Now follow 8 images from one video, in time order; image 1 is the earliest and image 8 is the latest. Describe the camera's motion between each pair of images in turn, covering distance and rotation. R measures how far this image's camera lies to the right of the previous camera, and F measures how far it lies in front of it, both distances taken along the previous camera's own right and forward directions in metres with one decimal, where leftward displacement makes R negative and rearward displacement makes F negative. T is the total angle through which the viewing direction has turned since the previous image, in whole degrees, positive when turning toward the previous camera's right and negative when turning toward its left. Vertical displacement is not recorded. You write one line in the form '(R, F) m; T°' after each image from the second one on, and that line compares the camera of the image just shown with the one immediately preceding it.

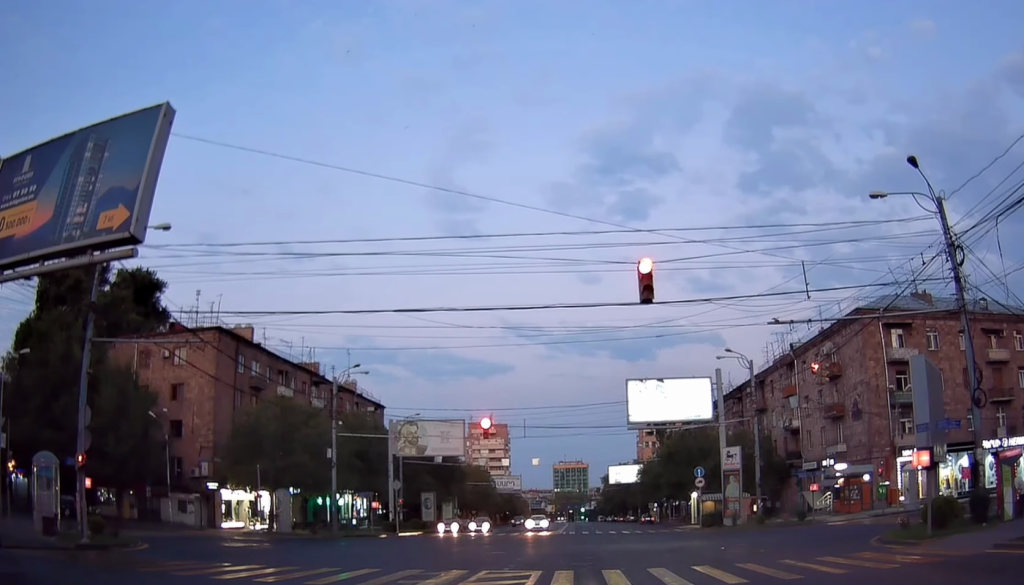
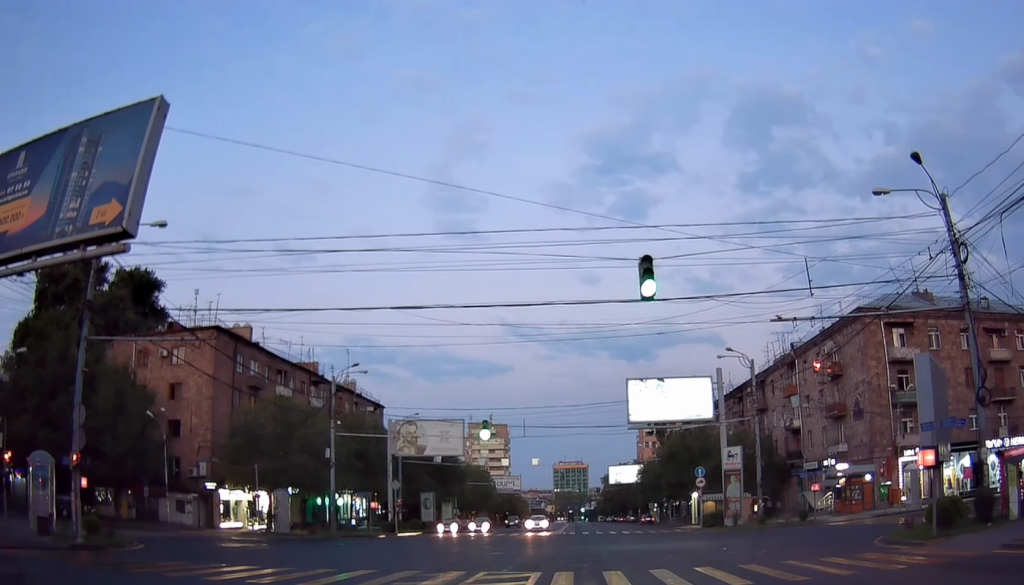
(-0.1, +0.4) m; 0°
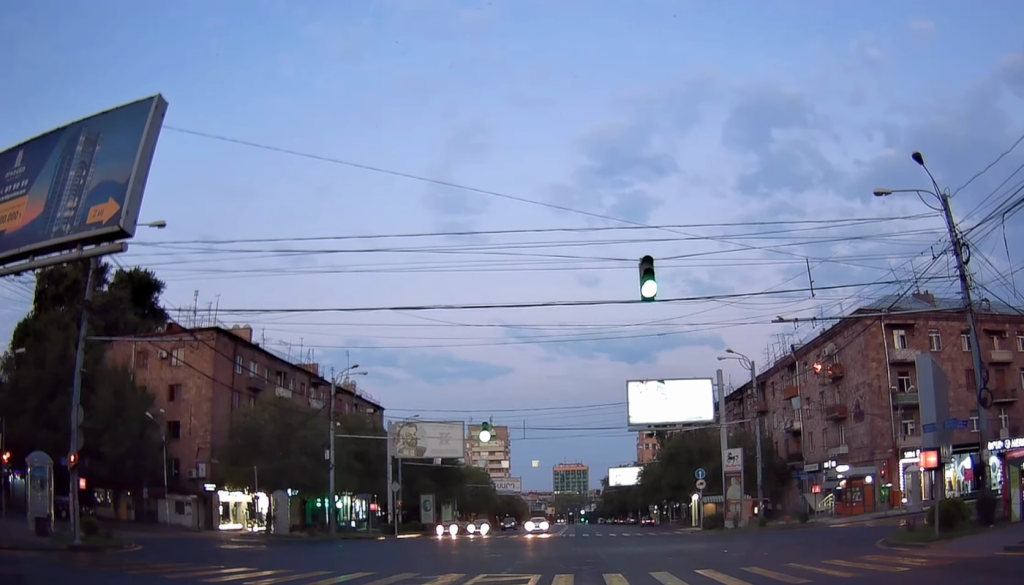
(-0.1, +0.2) m; 0°
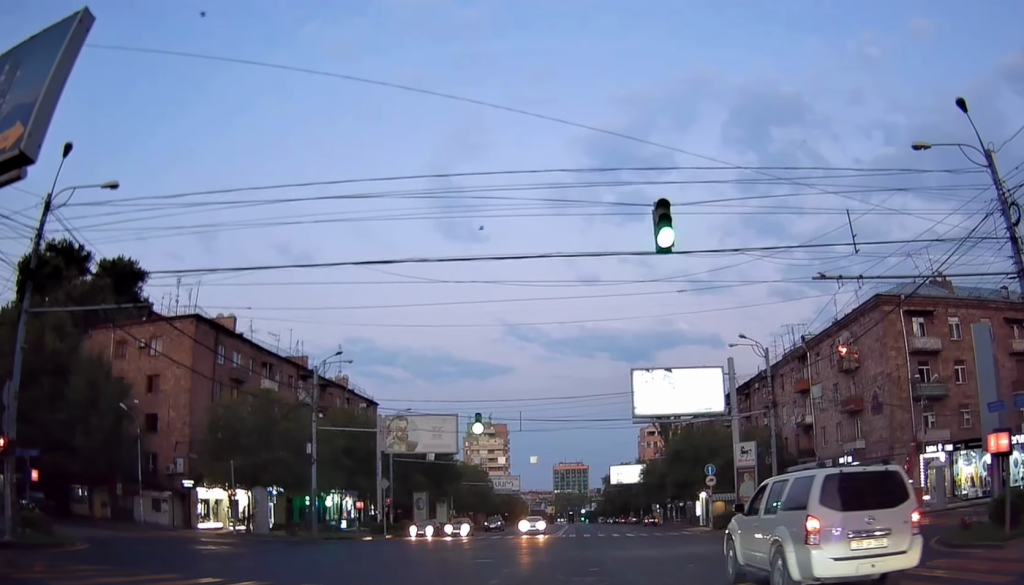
(-0.1, +1.3) m; 0°
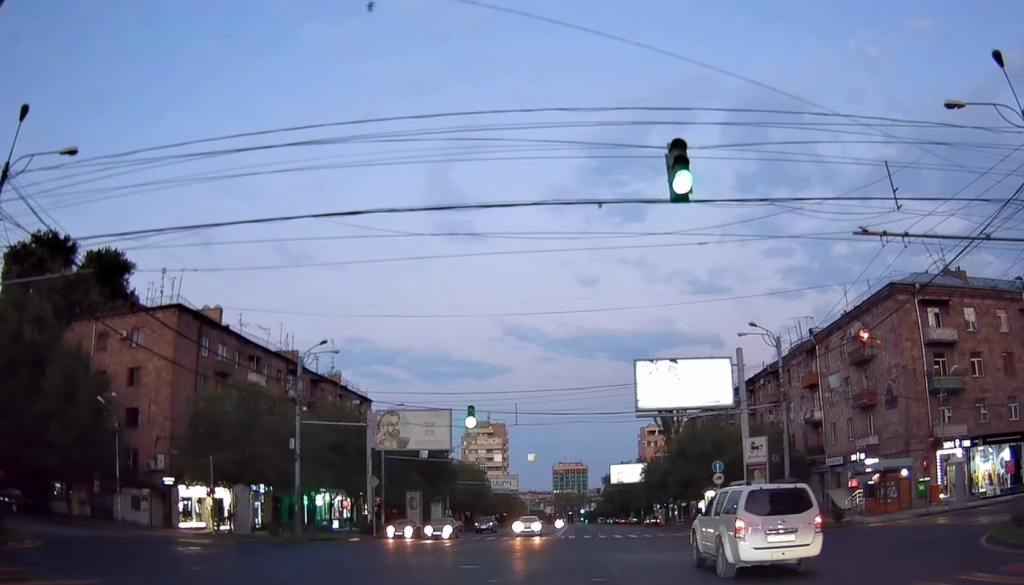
(+0.3, +1.2) m; -1°
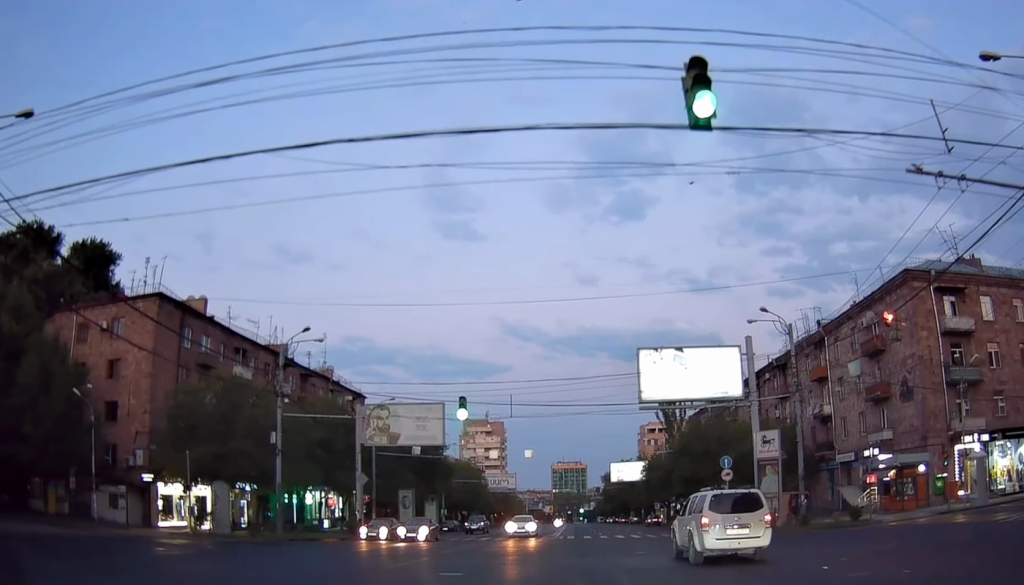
(-0.1, +1.6) m; -1°
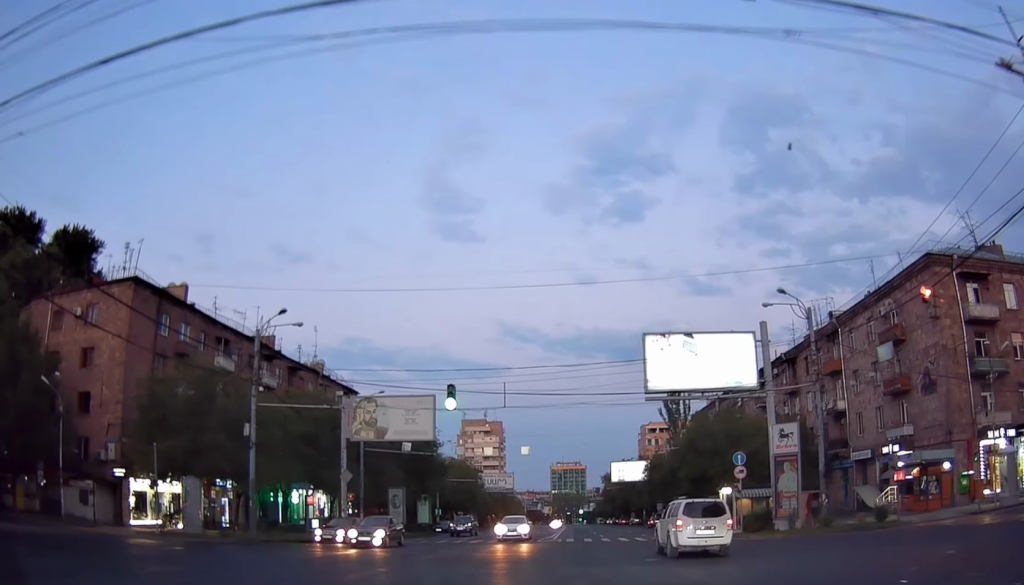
(-0.2, +2.4) m; -1°
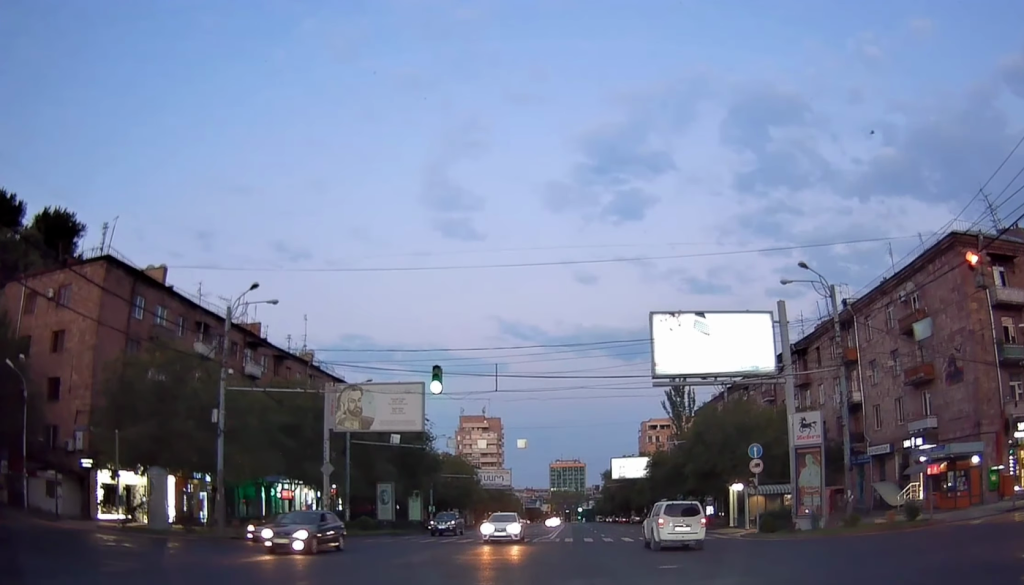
(+0.2, +3.3) m; 0°
